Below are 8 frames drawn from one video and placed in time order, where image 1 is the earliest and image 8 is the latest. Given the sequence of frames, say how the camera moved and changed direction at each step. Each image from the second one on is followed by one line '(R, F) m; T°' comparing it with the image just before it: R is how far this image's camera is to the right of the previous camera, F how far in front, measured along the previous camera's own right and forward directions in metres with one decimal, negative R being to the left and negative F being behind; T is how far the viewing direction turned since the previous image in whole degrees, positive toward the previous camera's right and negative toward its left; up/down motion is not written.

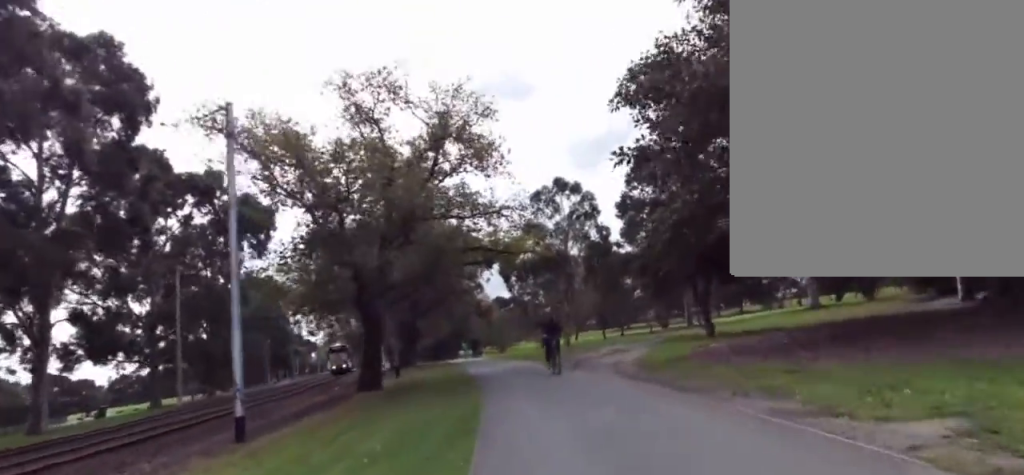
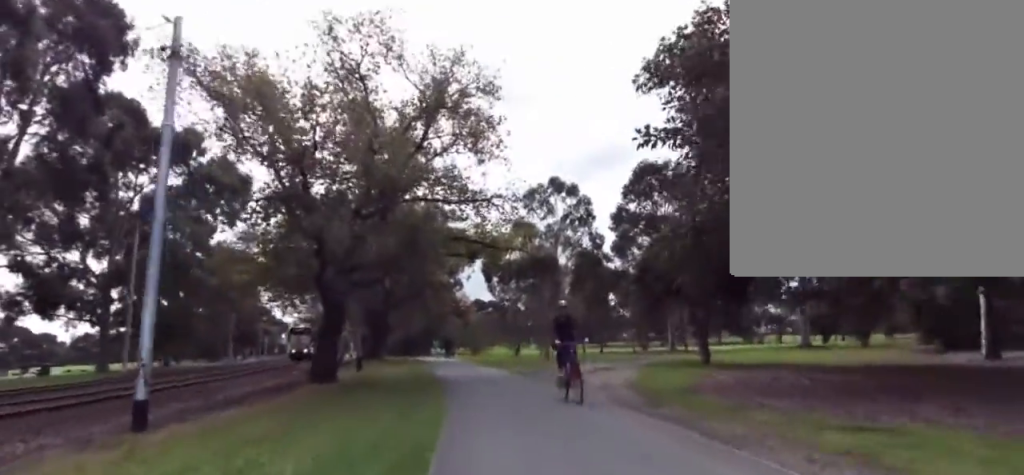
(+0.6, +2.3) m; 0°
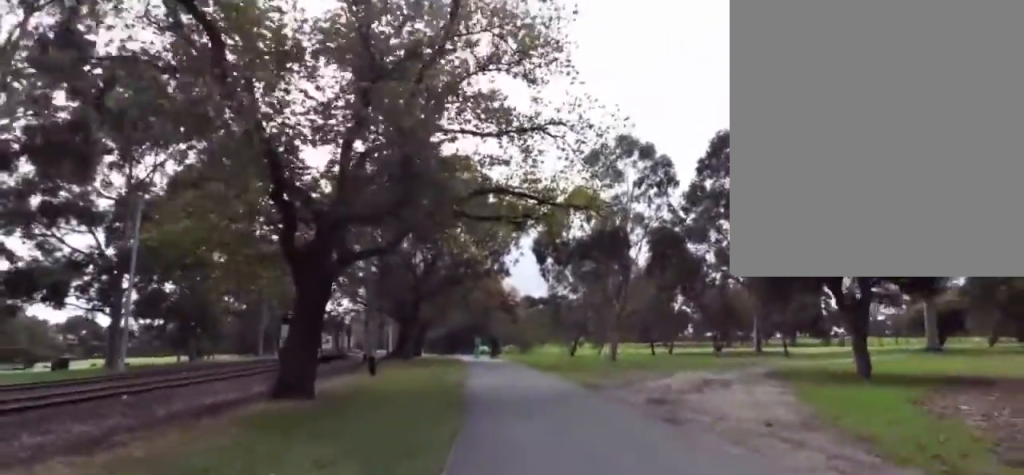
(-1.4, +6.9) m; -13°
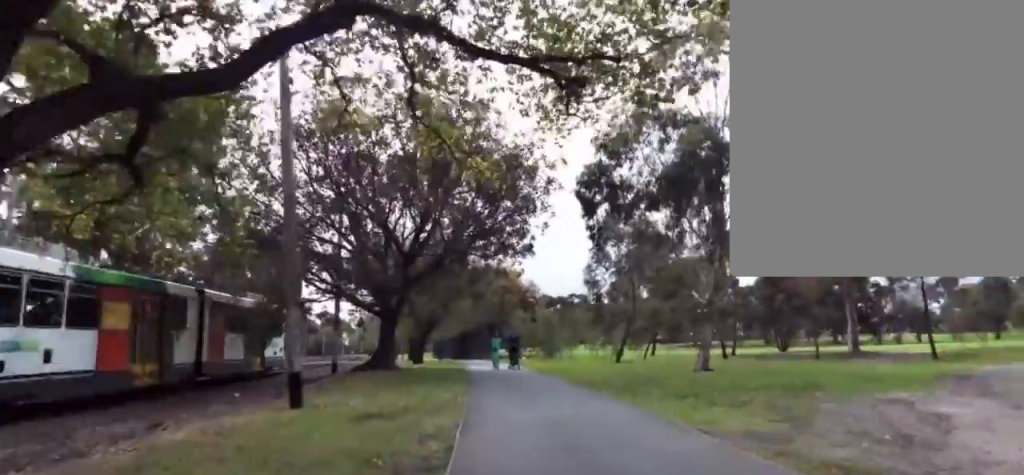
(0.0, +10.3) m; 0°
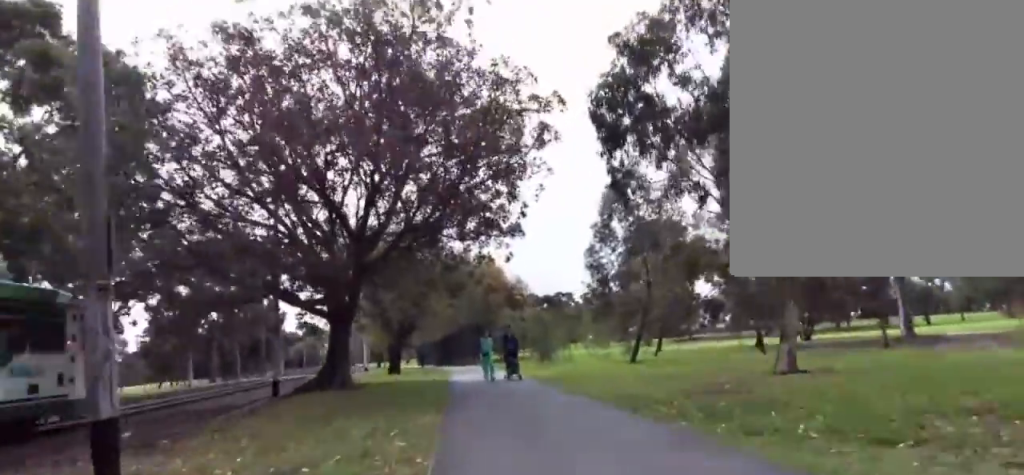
(0.0, +5.1) m; 0°
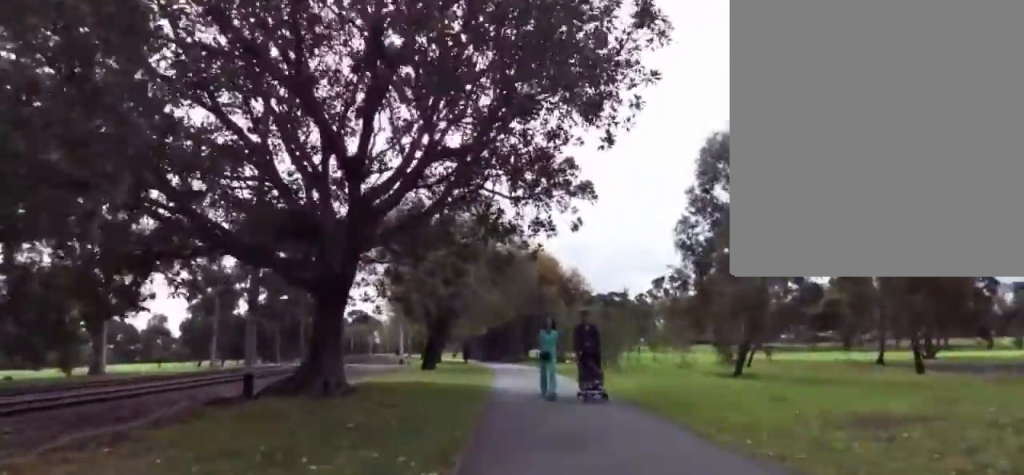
(0.0, +5.5) m; 0°
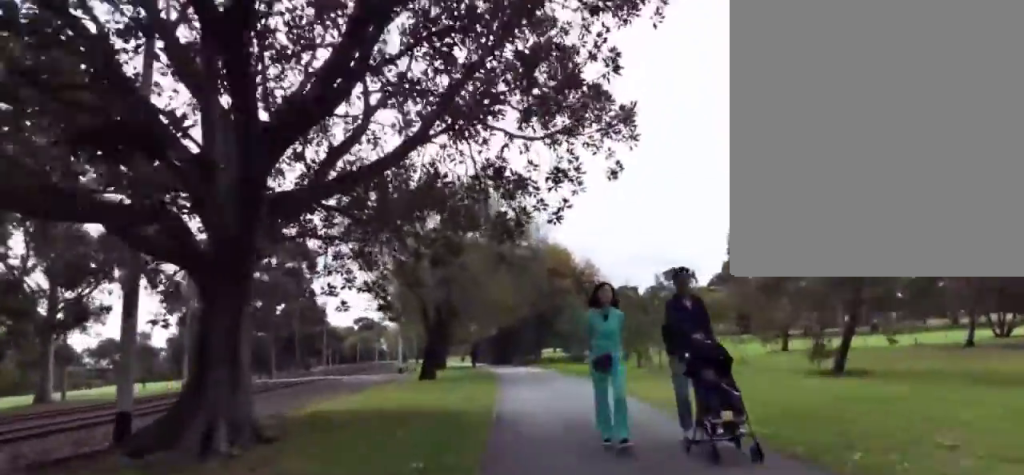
(0.0, +4.6) m; 0°
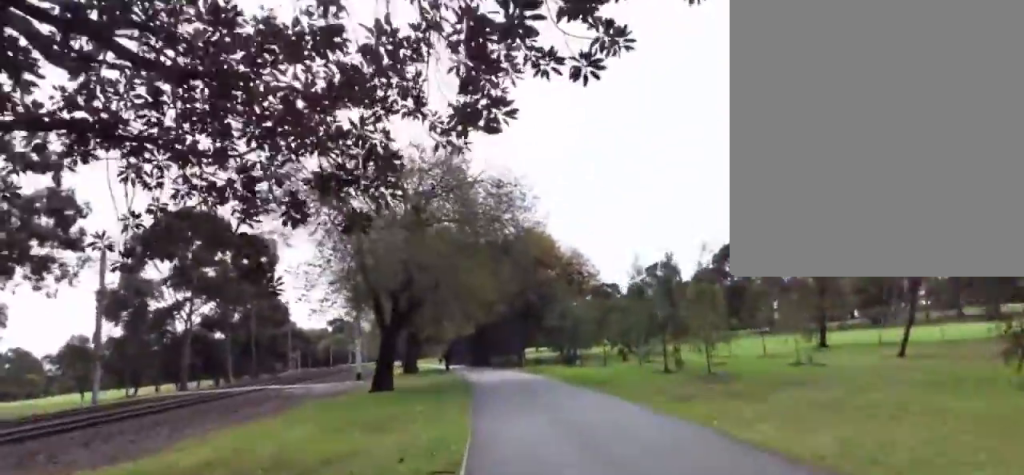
(0.0, +5.9) m; 0°
